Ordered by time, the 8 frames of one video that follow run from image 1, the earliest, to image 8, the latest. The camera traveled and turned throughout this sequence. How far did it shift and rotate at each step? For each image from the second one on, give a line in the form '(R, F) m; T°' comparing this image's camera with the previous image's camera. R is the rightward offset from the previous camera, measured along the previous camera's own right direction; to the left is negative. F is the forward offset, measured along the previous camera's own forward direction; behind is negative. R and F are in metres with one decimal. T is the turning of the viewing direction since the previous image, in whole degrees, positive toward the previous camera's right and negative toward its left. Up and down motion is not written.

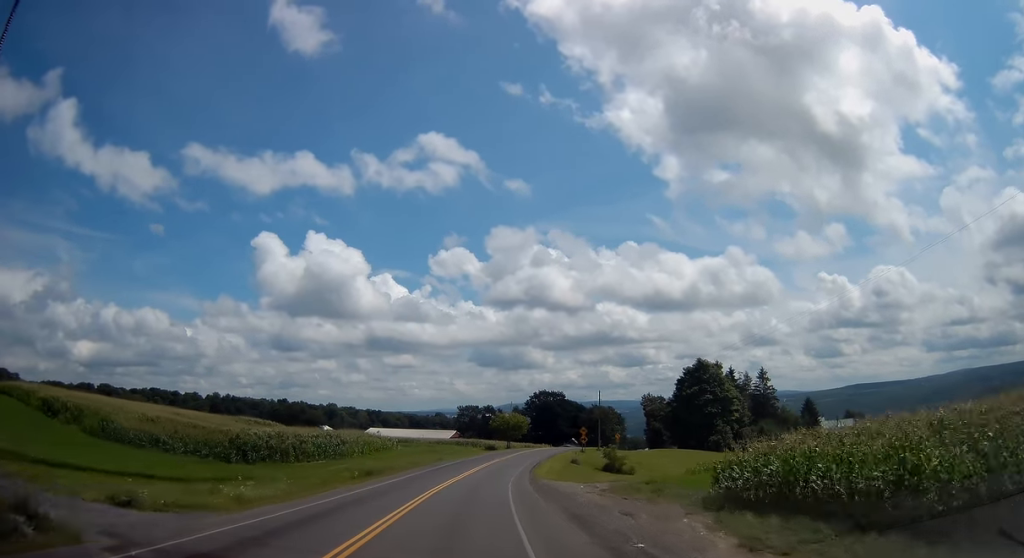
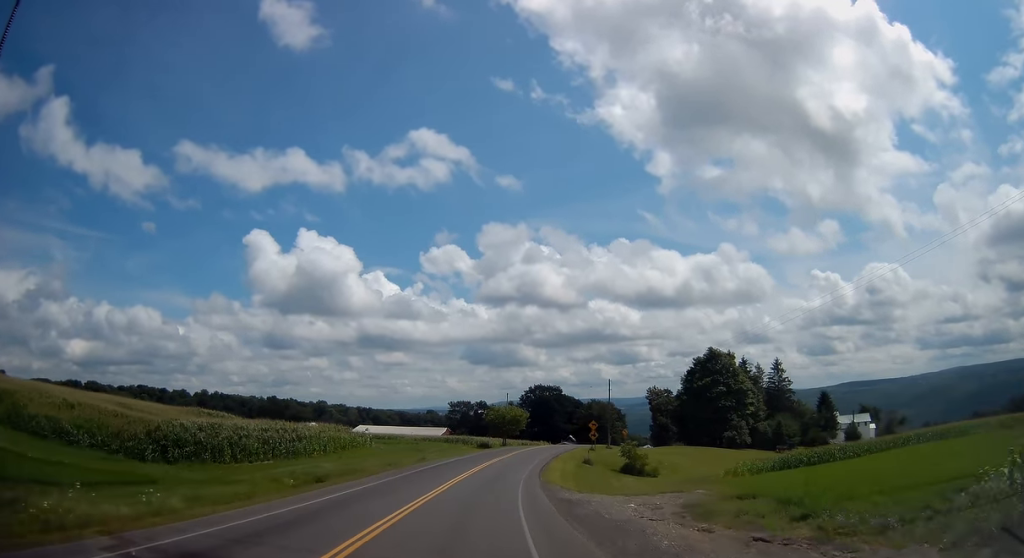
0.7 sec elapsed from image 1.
(+0.3, +13.2) m; +1°
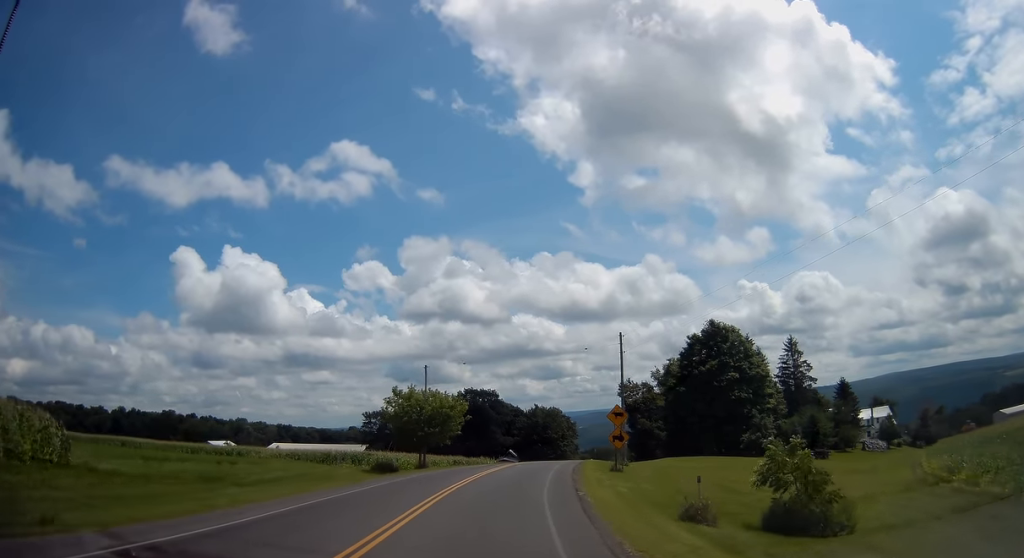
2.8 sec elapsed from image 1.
(+1.9, +41.3) m; +8°
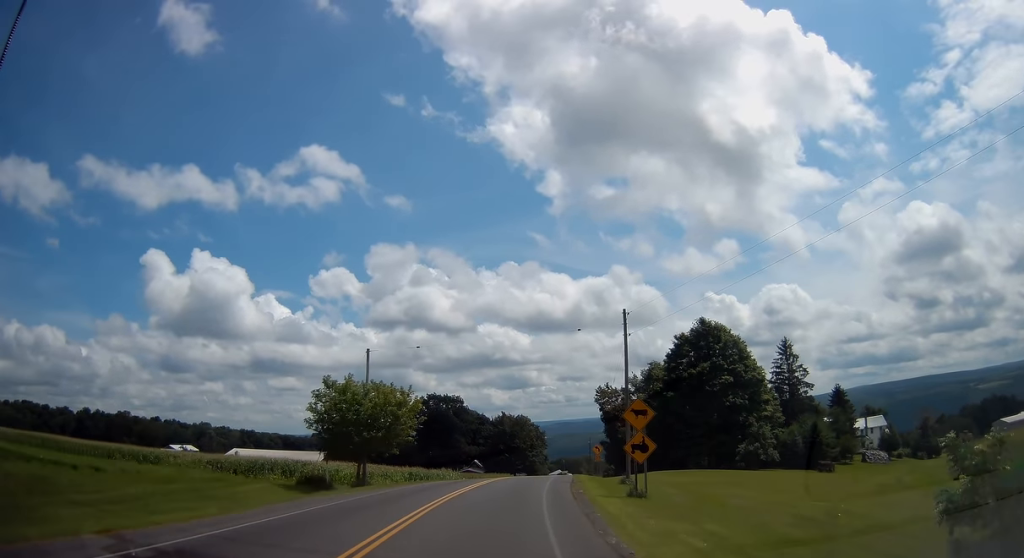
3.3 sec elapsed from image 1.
(+0.4, +11.0) m; +3°
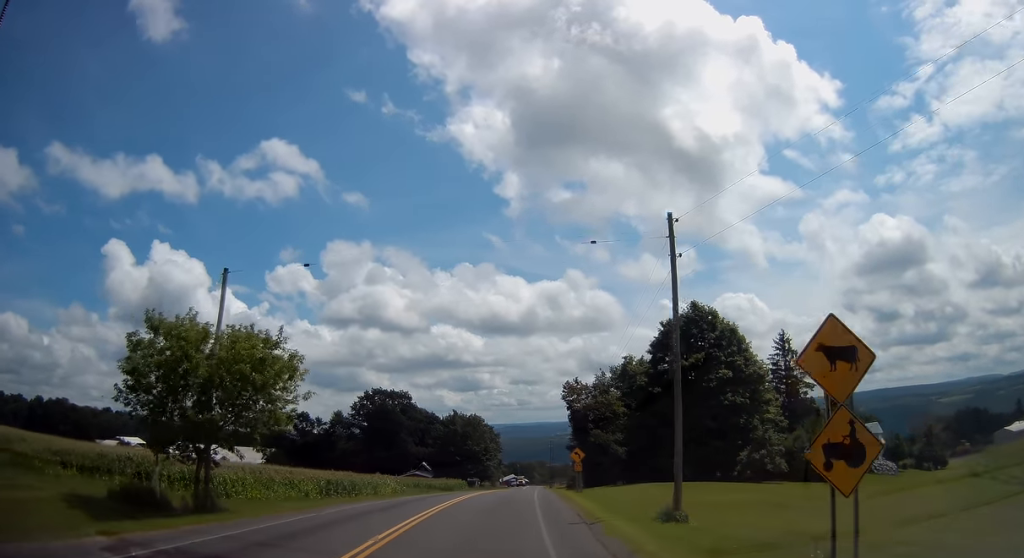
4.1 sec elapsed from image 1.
(+0.5, +15.4) m; +4°
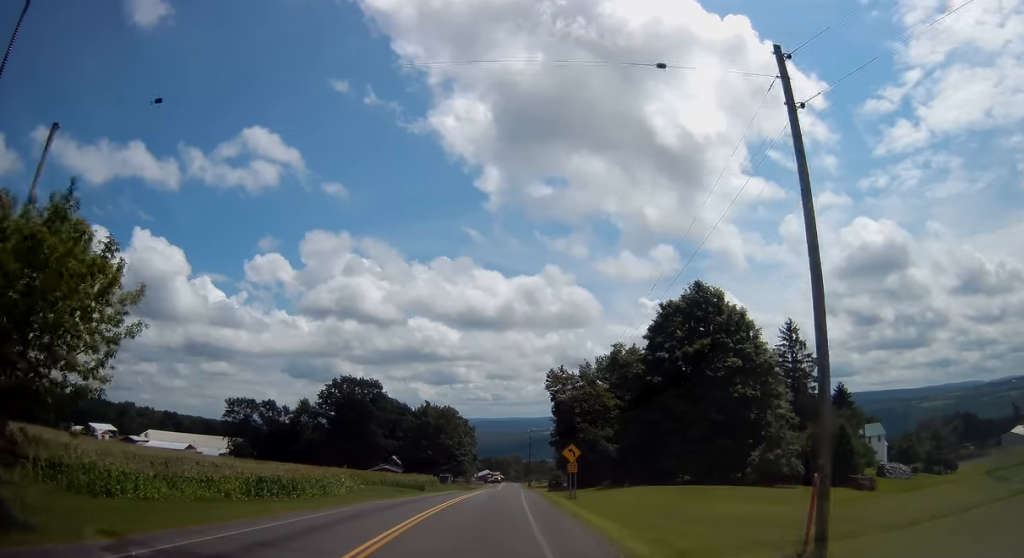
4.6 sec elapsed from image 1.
(+0.3, +9.5) m; +2°
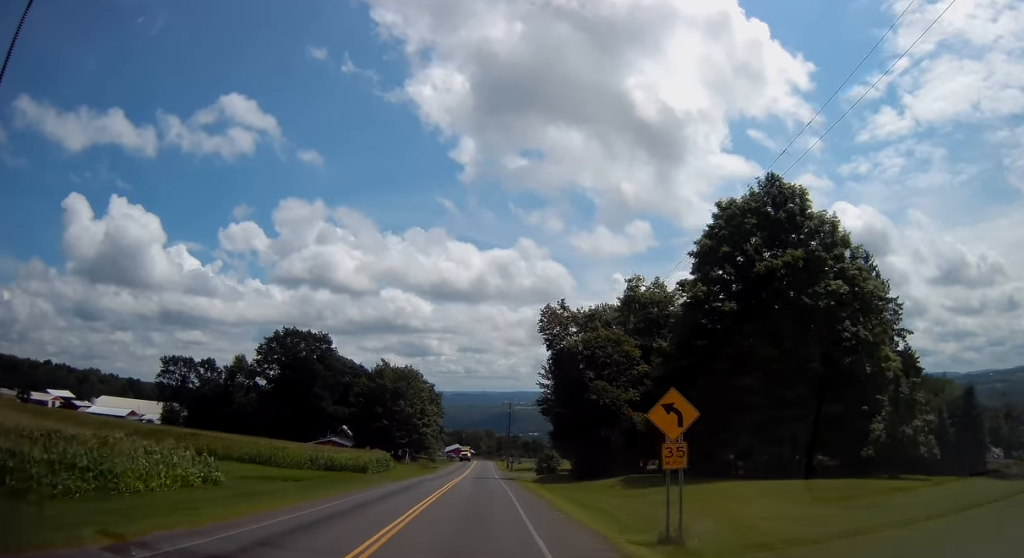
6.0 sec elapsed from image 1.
(+0.8, +25.2) m; +2°
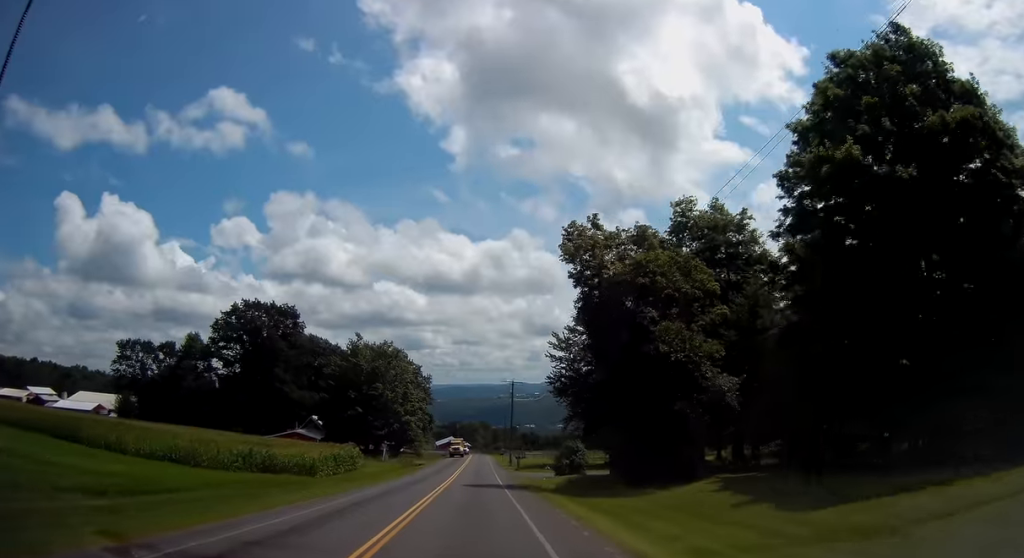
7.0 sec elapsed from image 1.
(+0.1, +19.7) m; +1°
